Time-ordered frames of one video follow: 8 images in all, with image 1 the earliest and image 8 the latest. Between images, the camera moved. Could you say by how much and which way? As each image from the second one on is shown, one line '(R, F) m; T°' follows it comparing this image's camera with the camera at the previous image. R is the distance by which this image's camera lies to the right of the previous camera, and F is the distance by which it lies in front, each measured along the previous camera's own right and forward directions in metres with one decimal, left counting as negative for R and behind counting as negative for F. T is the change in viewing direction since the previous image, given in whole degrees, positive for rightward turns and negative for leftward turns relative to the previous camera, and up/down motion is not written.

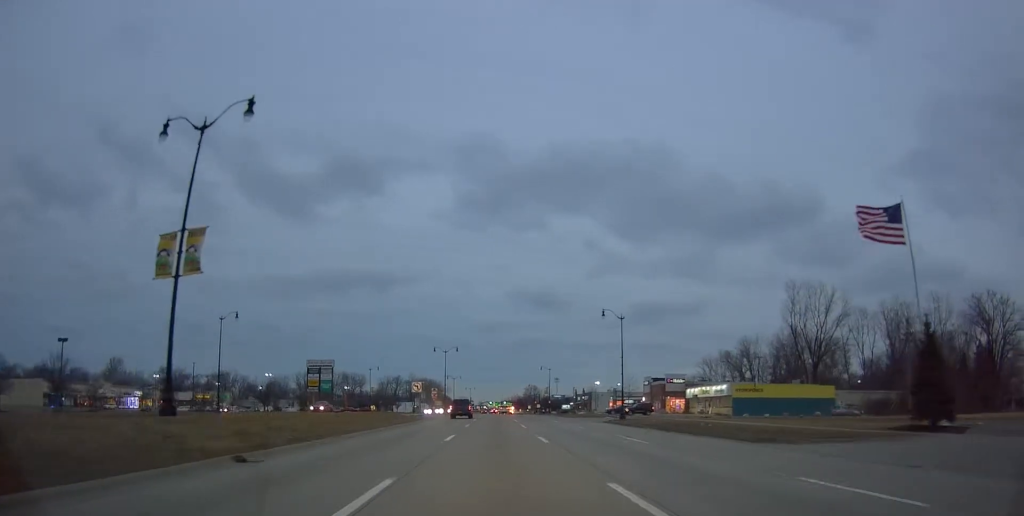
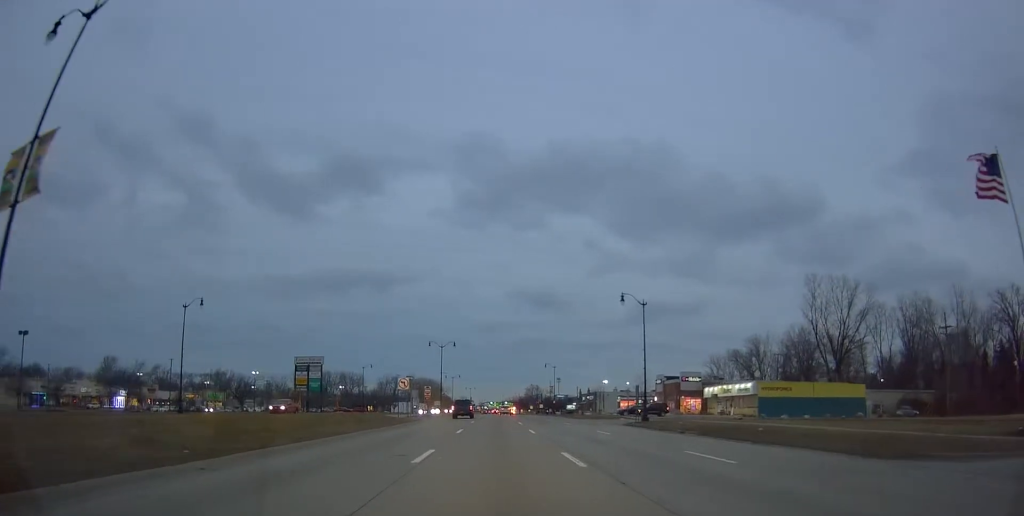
(0.0, +8.7) m; 0°
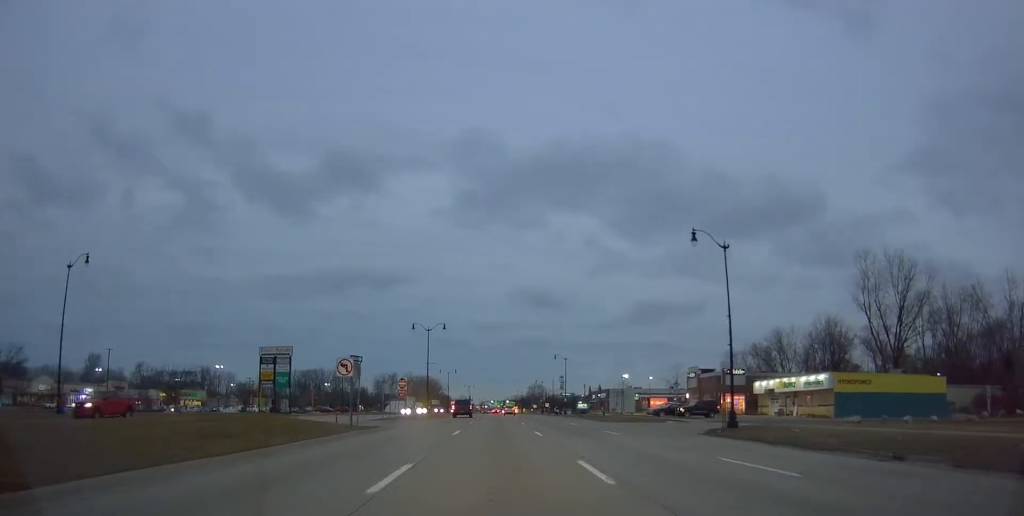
(0.0, +18.8) m; 0°
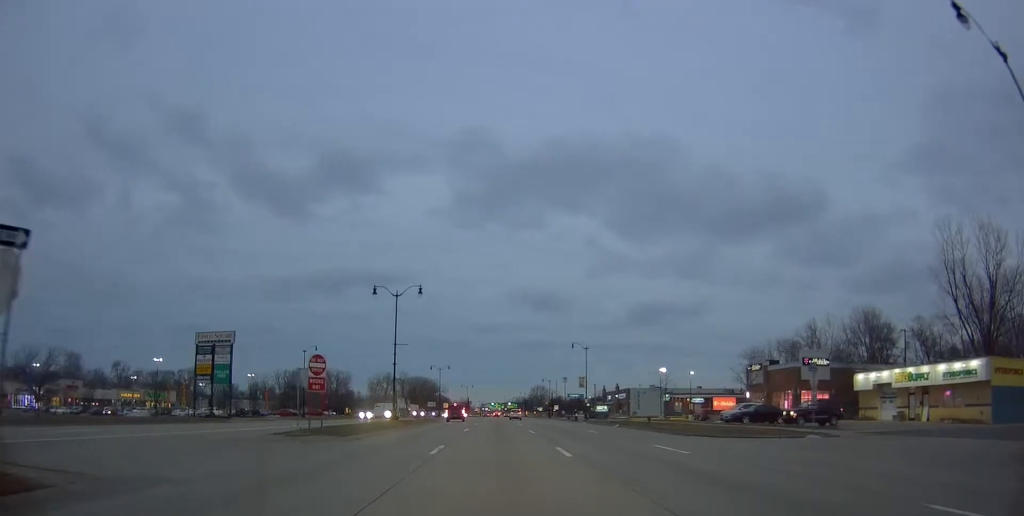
(-0.5, +23.5) m; -3°
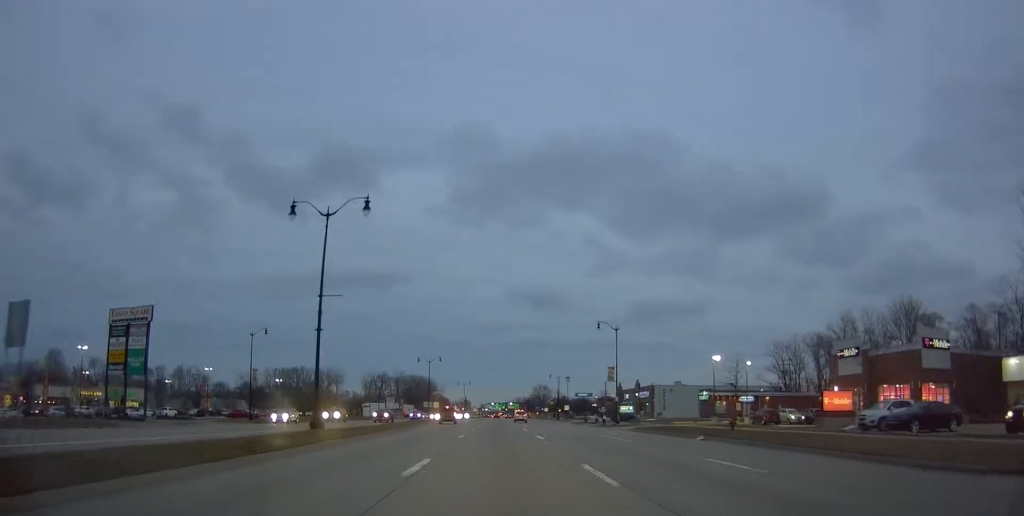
(-0.2, +20.6) m; +1°
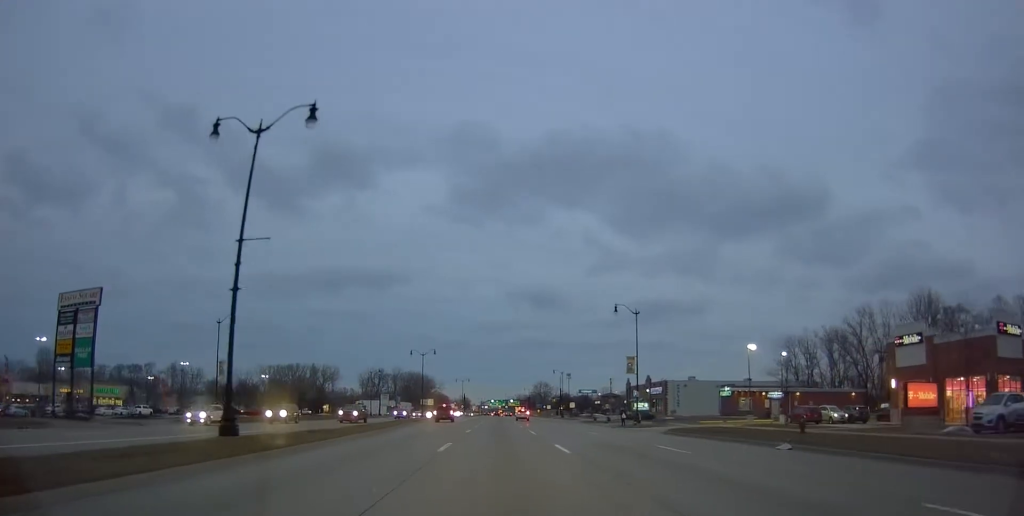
(+0.2, +9.1) m; +1°
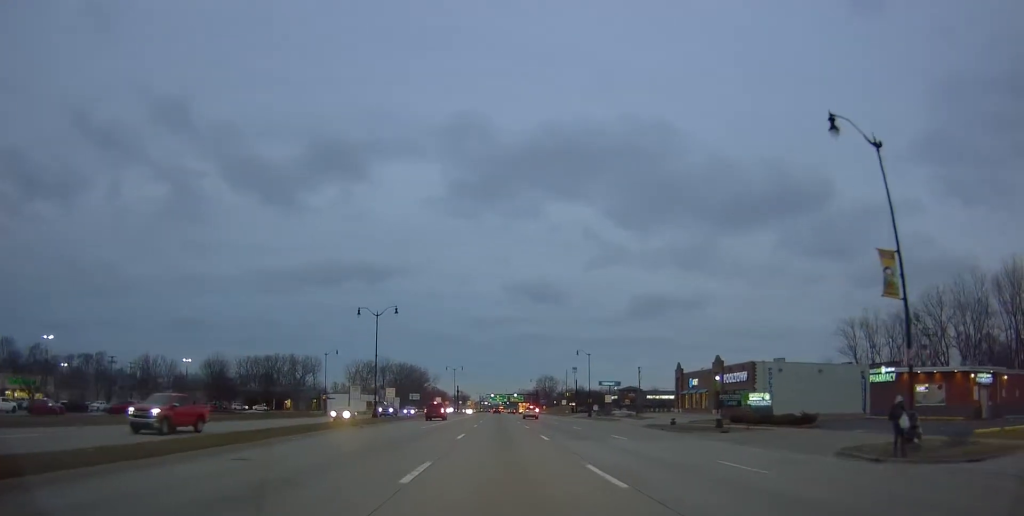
(+0.1, +36.7) m; 0°
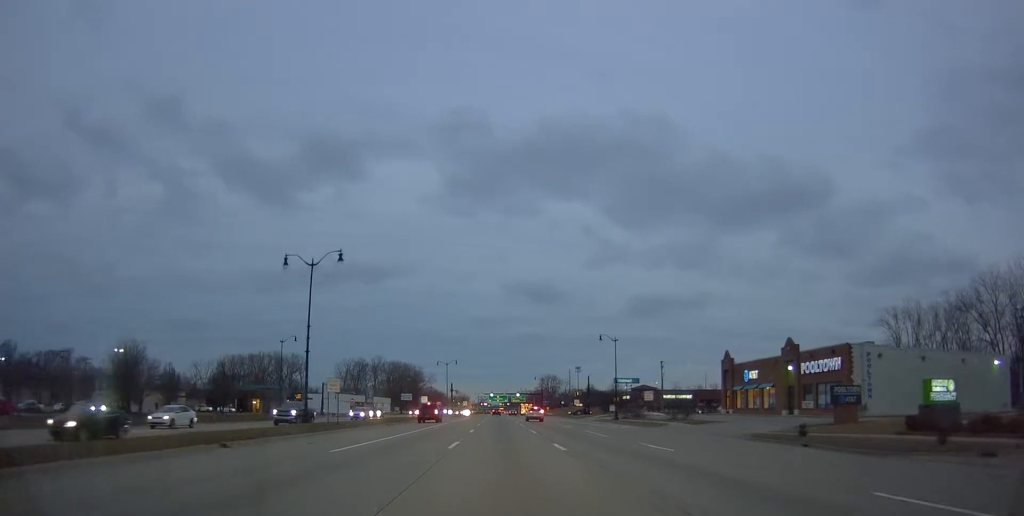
(-0.1, +20.7) m; -2°
